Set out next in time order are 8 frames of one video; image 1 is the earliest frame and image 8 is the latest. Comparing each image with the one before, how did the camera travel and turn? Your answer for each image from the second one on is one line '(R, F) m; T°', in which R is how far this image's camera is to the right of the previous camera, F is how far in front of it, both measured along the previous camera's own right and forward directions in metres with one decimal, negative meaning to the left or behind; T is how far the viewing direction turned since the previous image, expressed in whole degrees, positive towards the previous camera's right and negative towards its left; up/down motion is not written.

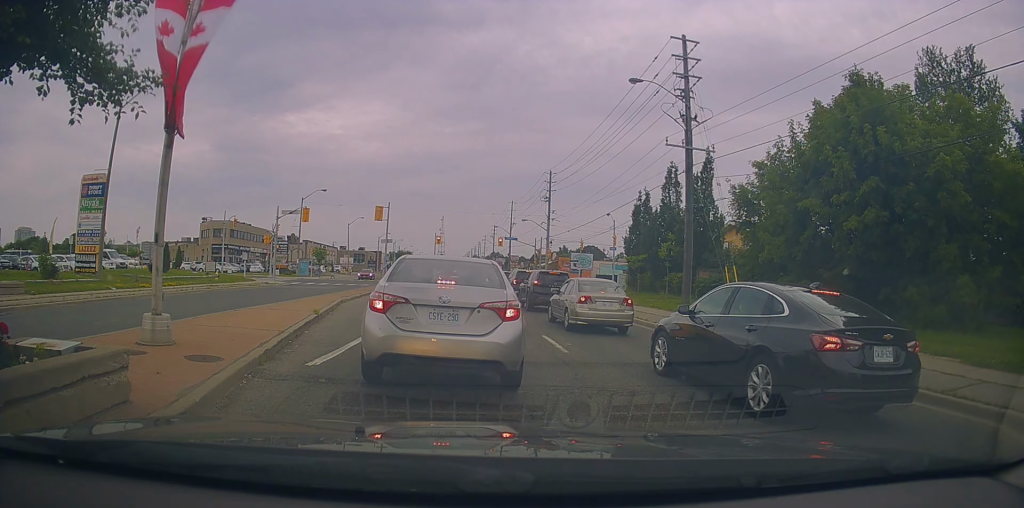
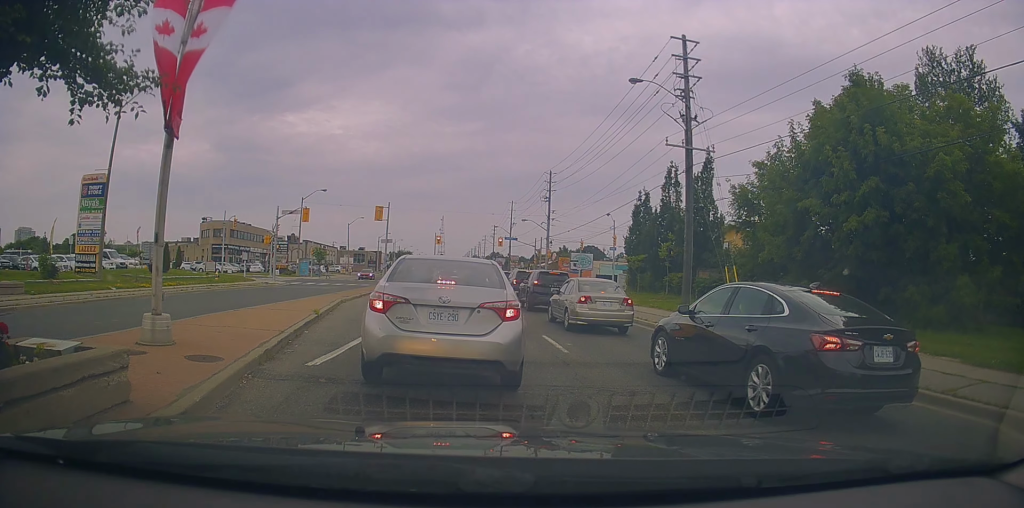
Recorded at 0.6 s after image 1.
(0.0, 0.0) m; 0°
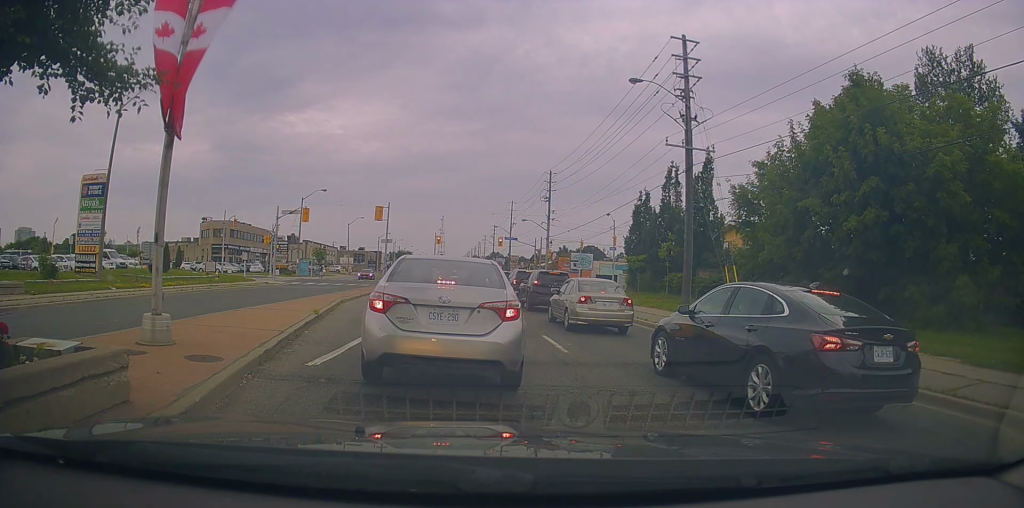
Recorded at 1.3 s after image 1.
(0.0, 0.0) m; 0°
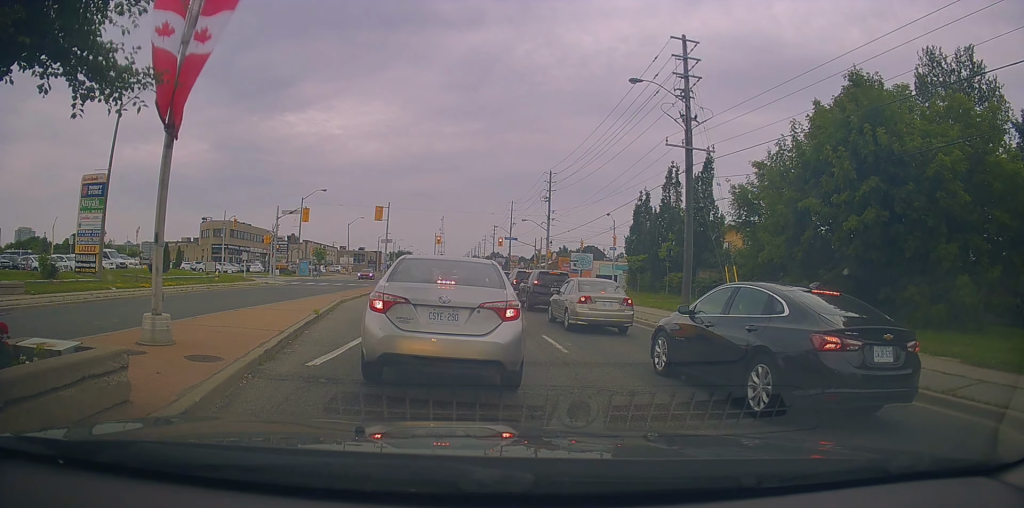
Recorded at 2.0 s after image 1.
(0.0, 0.0) m; 0°
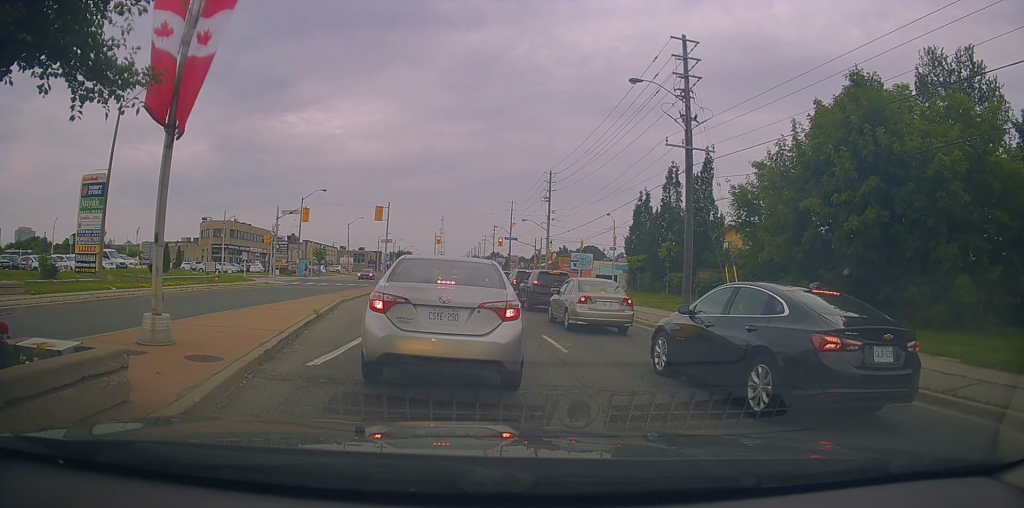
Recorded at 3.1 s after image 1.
(0.0, 0.0) m; 0°
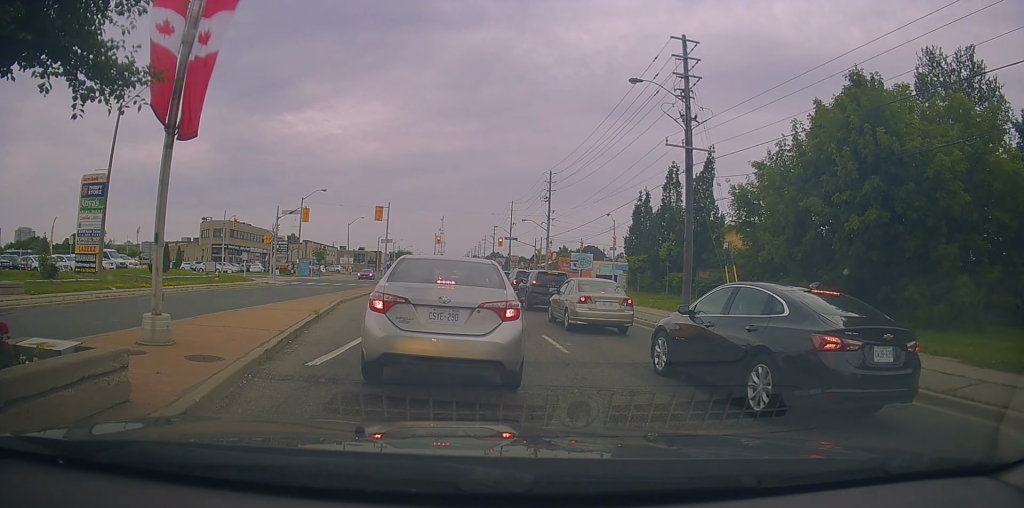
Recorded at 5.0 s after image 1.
(0.0, 0.0) m; 0°
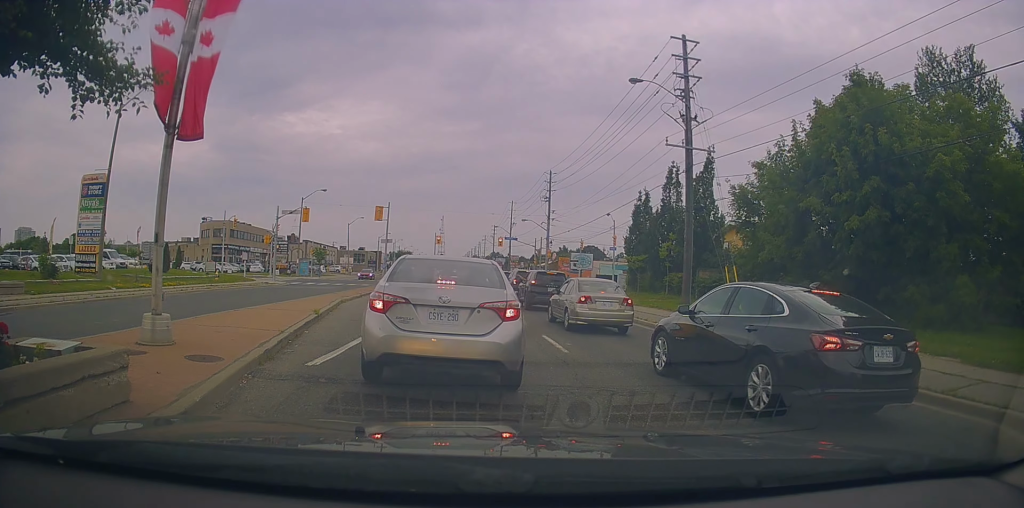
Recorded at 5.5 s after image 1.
(0.0, 0.0) m; 0°
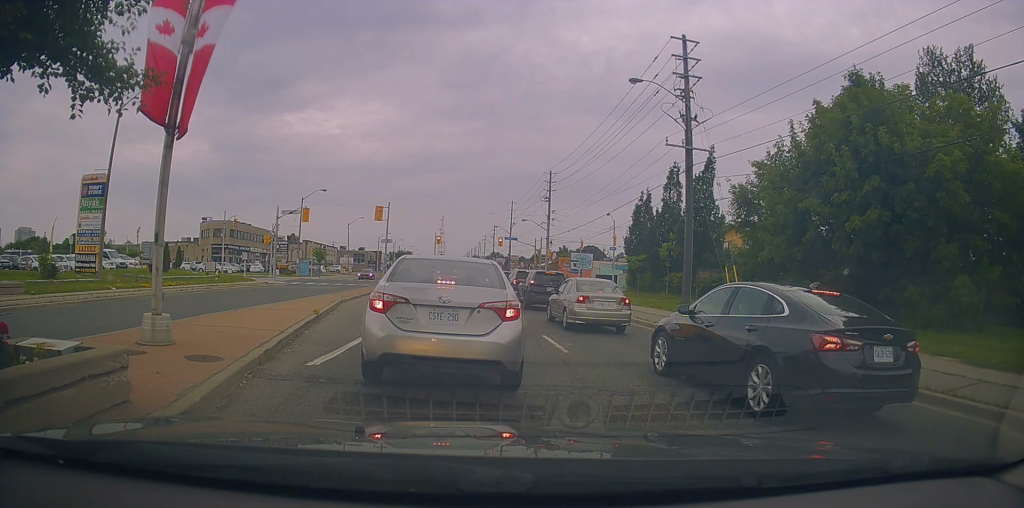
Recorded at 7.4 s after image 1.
(0.0, 0.0) m; 0°
